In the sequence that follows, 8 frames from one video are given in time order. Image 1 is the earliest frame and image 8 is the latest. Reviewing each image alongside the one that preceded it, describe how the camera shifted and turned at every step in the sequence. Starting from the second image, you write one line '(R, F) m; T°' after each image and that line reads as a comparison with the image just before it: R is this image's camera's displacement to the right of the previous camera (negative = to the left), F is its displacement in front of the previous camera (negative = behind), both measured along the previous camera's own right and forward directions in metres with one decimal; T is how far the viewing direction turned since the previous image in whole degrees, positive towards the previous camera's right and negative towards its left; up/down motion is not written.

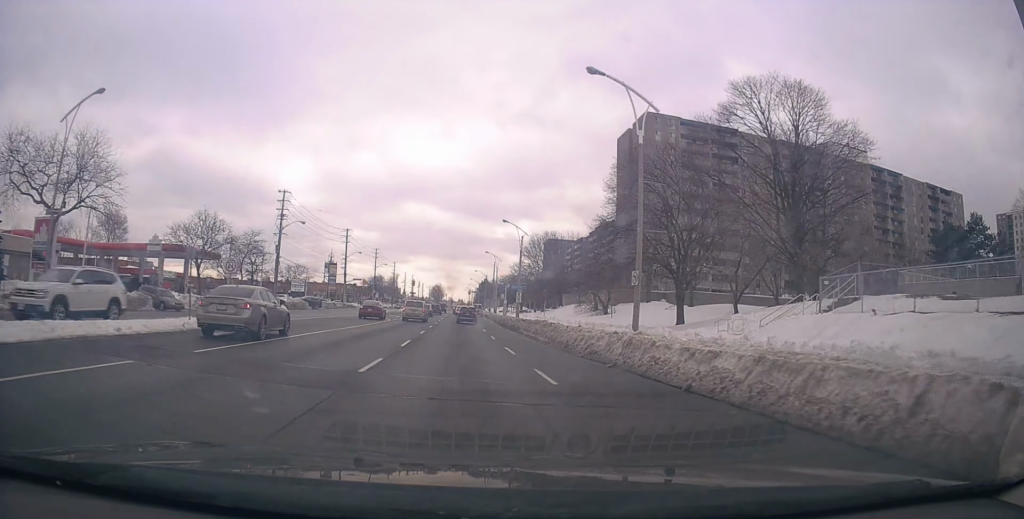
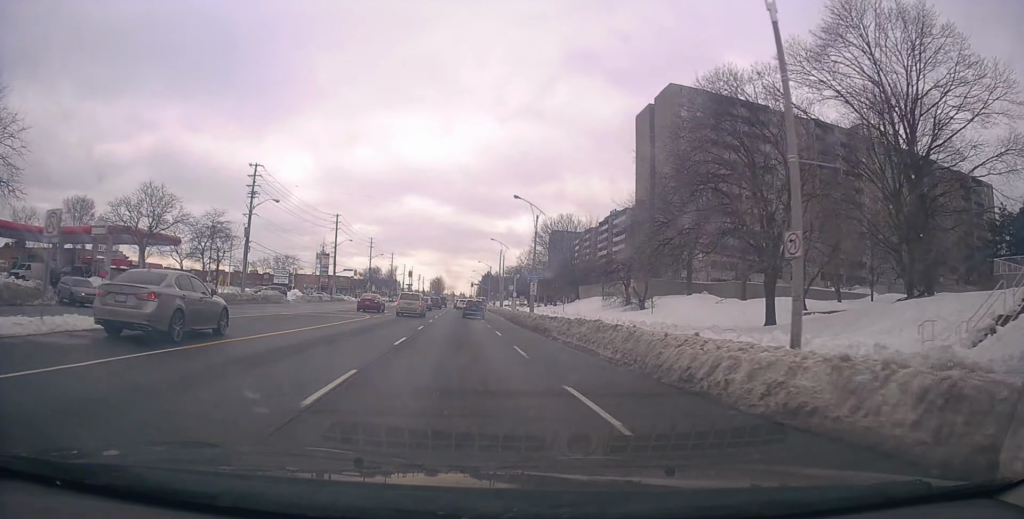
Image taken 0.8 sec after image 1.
(-0.3, +11.5) m; -2°
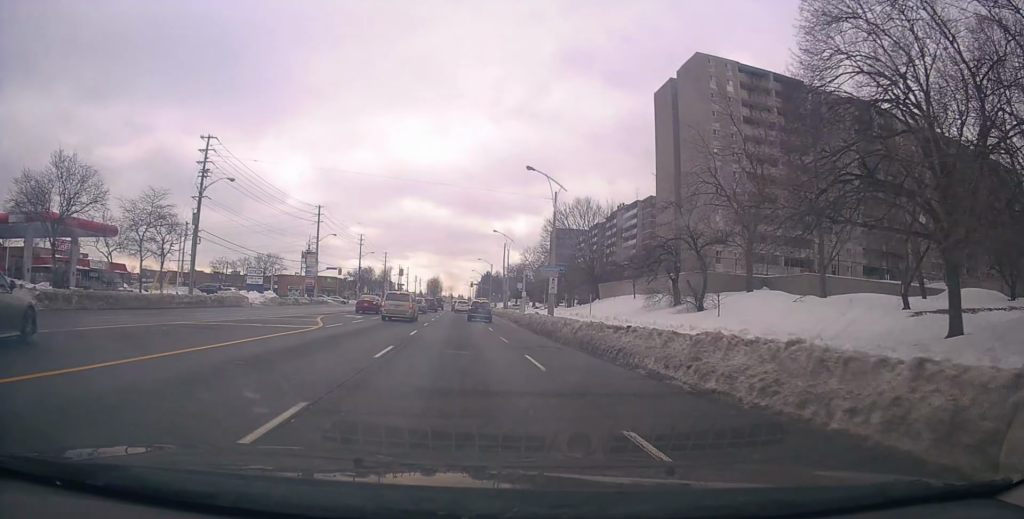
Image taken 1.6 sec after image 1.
(-0.3, +13.2) m; 0°
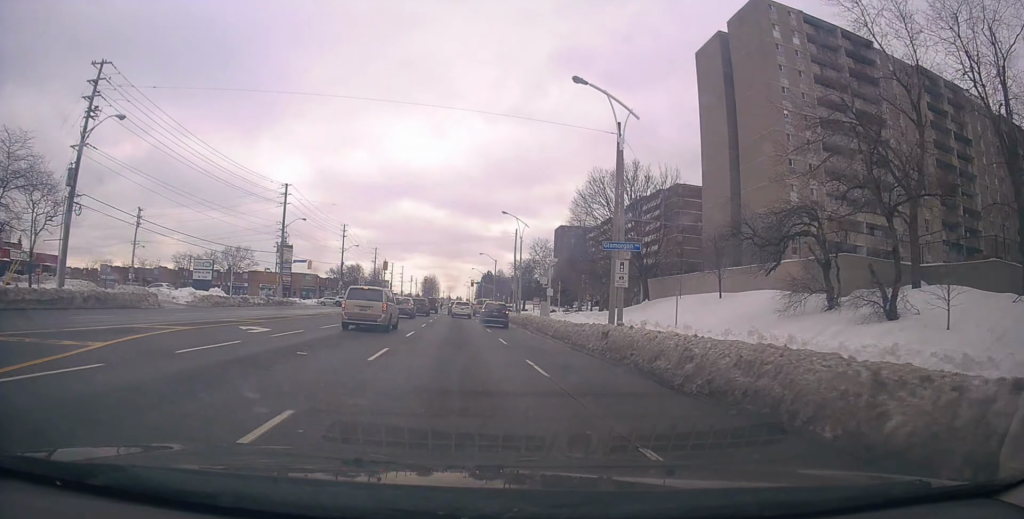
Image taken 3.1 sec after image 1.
(+0.7, +20.9) m; 0°
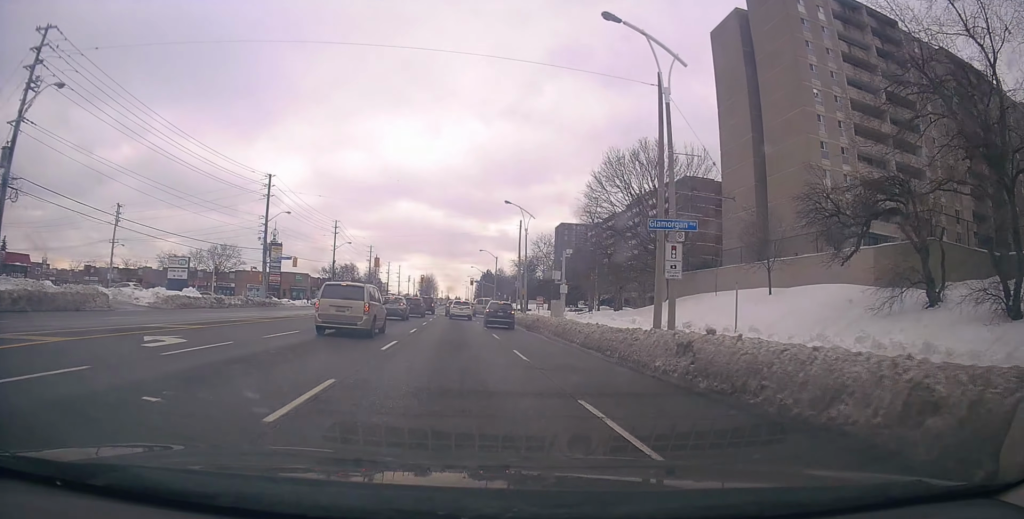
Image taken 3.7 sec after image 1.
(-0.4, +7.7) m; -1°
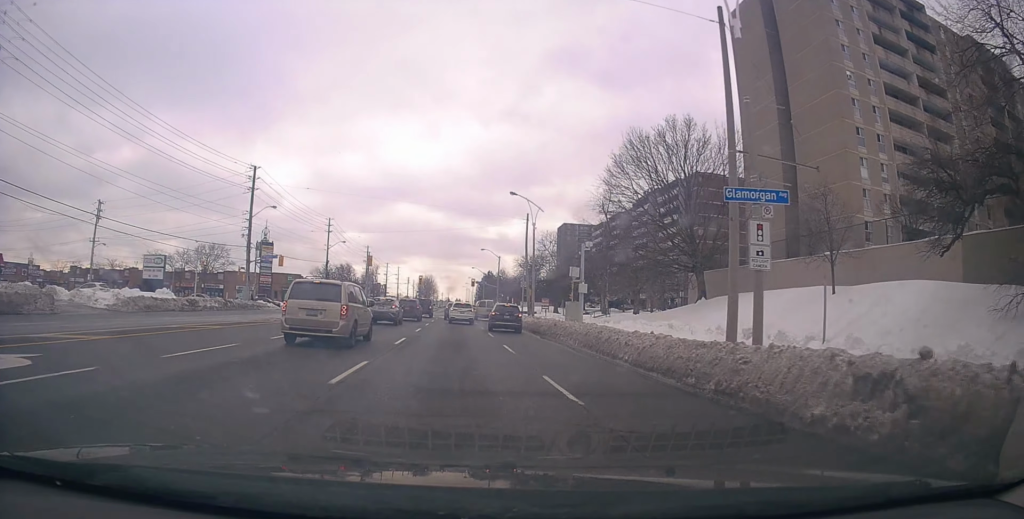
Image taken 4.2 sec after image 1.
(-0.4, +7.0) m; -1°
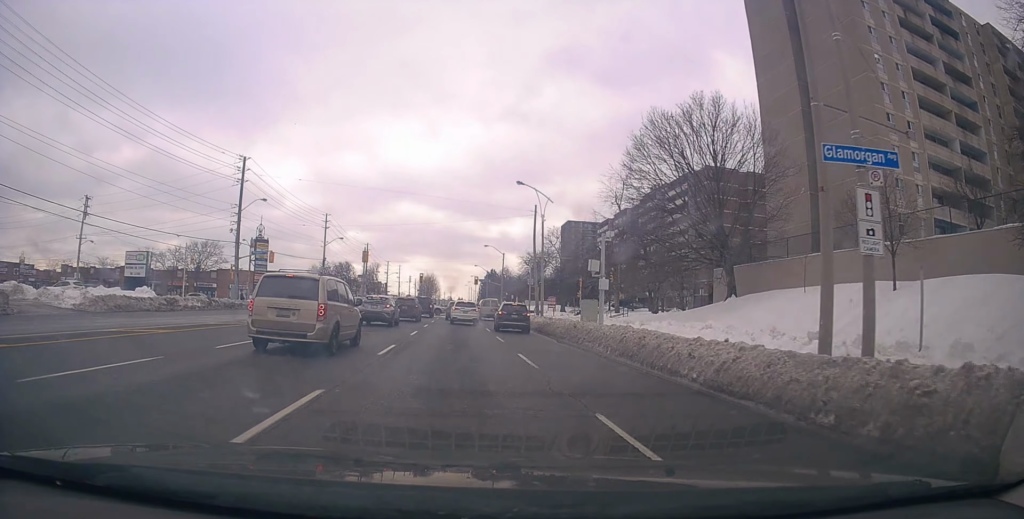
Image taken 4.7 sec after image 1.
(+0.2, +5.1) m; +2°
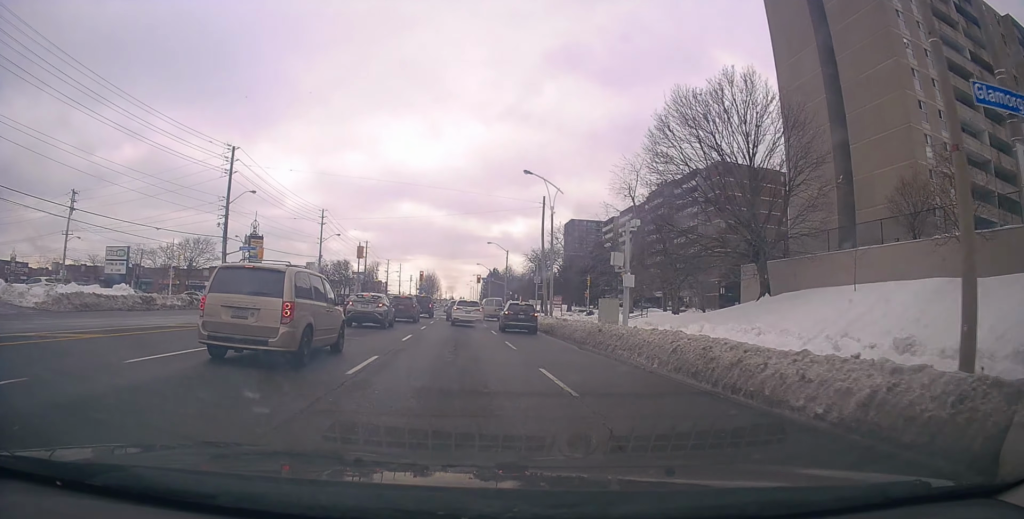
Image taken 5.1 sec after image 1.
(+0.1, +4.6) m; +1°
